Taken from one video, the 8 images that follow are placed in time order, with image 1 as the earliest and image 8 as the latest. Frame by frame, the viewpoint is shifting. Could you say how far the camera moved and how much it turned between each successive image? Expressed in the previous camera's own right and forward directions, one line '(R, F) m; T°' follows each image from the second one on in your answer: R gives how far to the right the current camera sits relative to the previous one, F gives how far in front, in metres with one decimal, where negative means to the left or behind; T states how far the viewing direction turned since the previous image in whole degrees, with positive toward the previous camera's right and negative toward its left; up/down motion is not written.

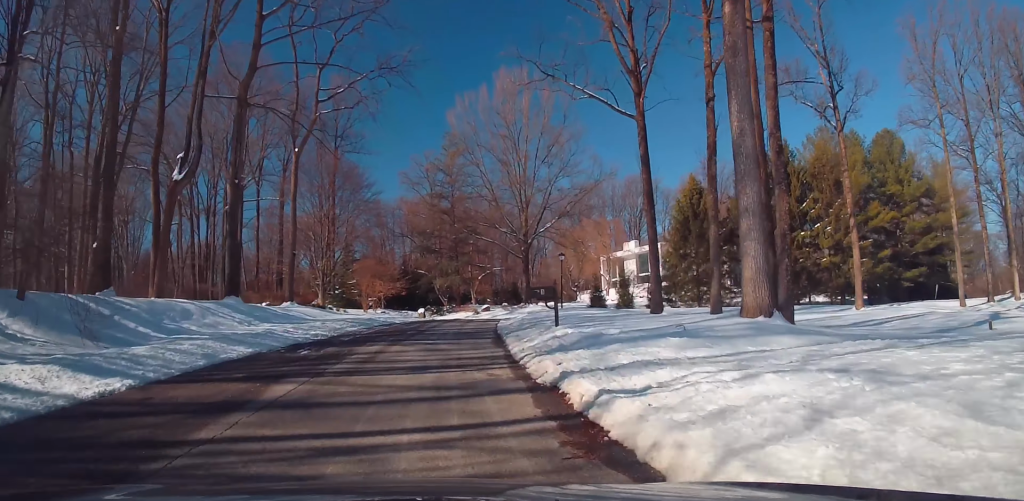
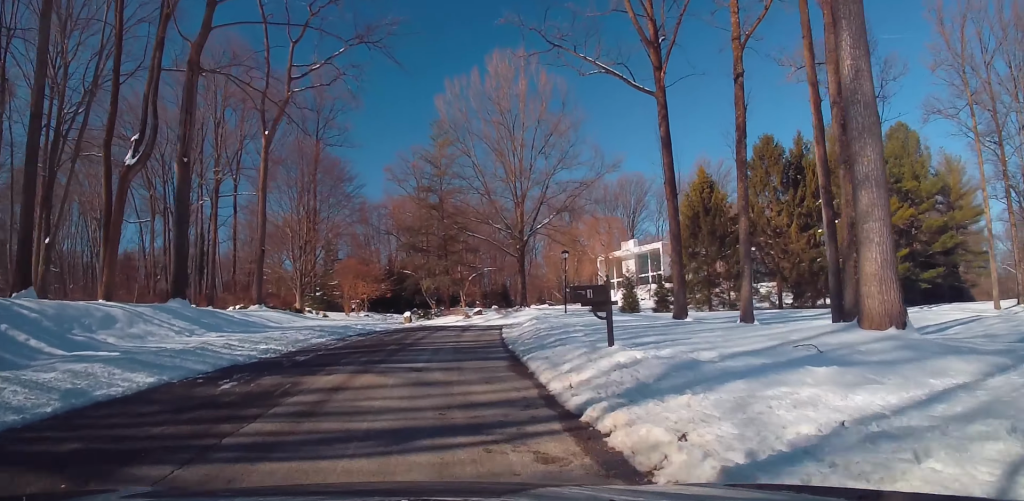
(-0.2, +5.1) m; +5°
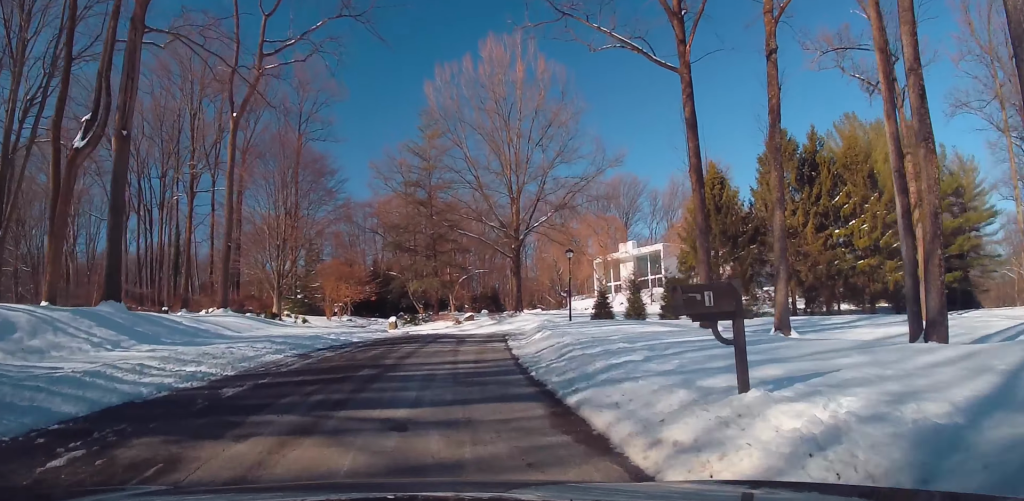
(-0.2, +4.6) m; +3°
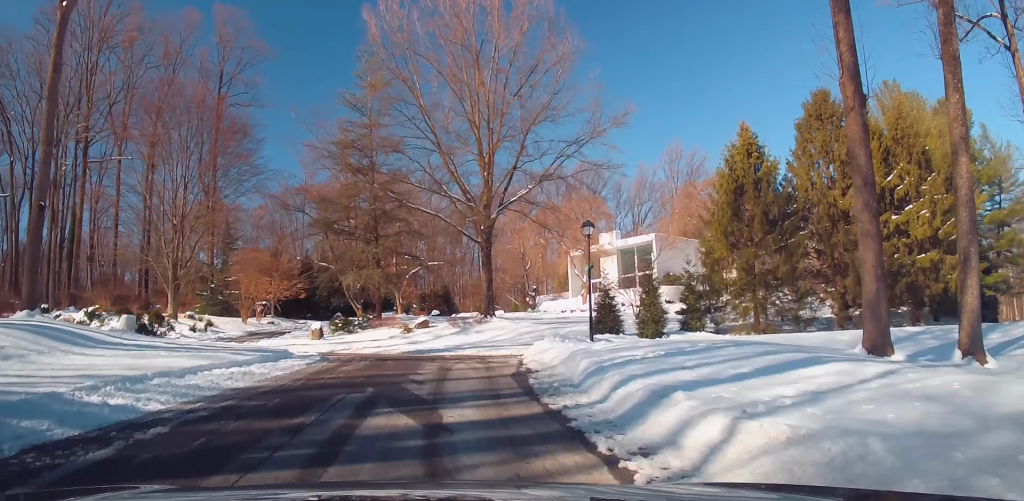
(+0.7, +14.2) m; -7°
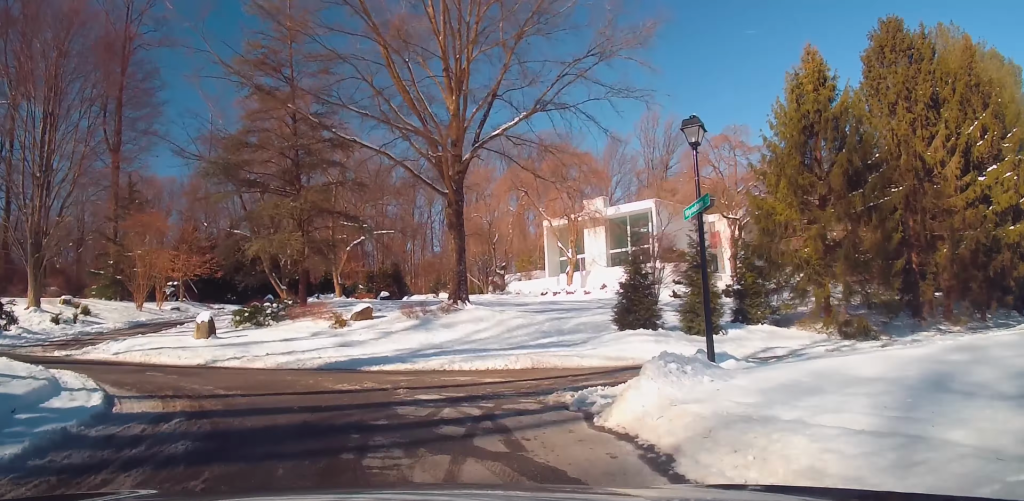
(-1.1, +11.8) m; +3°
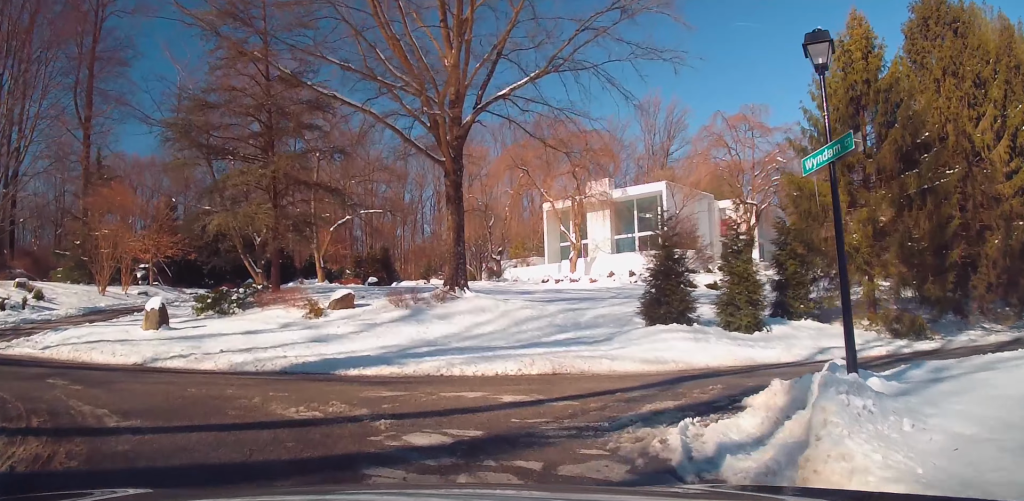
(+0.3, +4.1) m; +10°
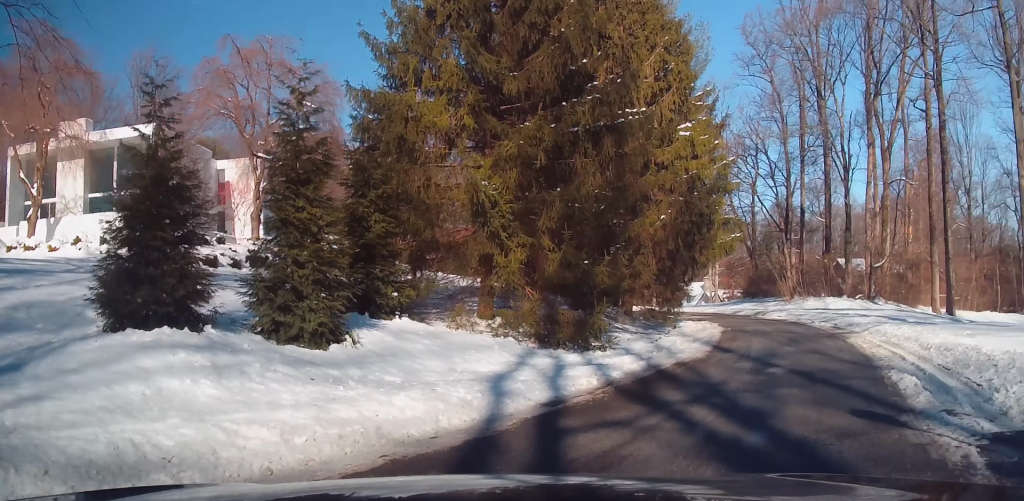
(+9.2, +10.8) m; +72°
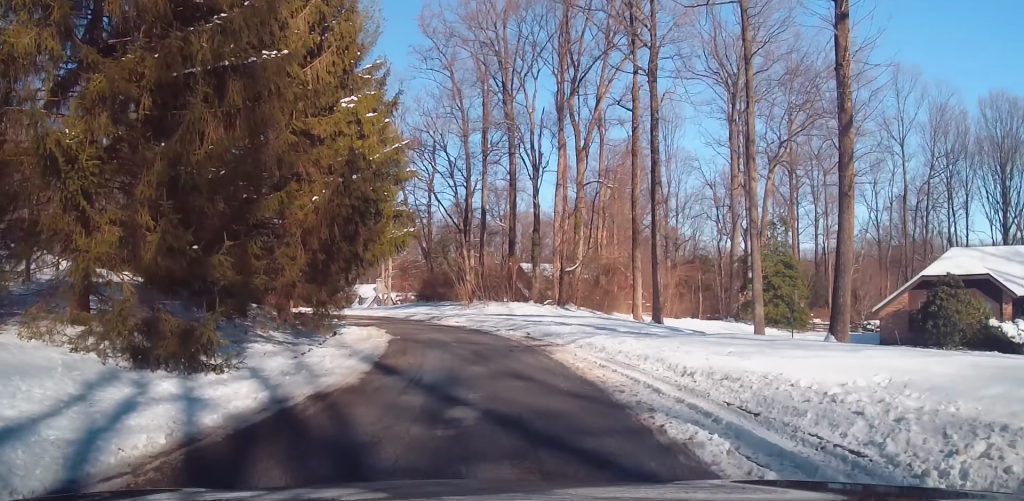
(+0.4, +6.0) m; +3°
